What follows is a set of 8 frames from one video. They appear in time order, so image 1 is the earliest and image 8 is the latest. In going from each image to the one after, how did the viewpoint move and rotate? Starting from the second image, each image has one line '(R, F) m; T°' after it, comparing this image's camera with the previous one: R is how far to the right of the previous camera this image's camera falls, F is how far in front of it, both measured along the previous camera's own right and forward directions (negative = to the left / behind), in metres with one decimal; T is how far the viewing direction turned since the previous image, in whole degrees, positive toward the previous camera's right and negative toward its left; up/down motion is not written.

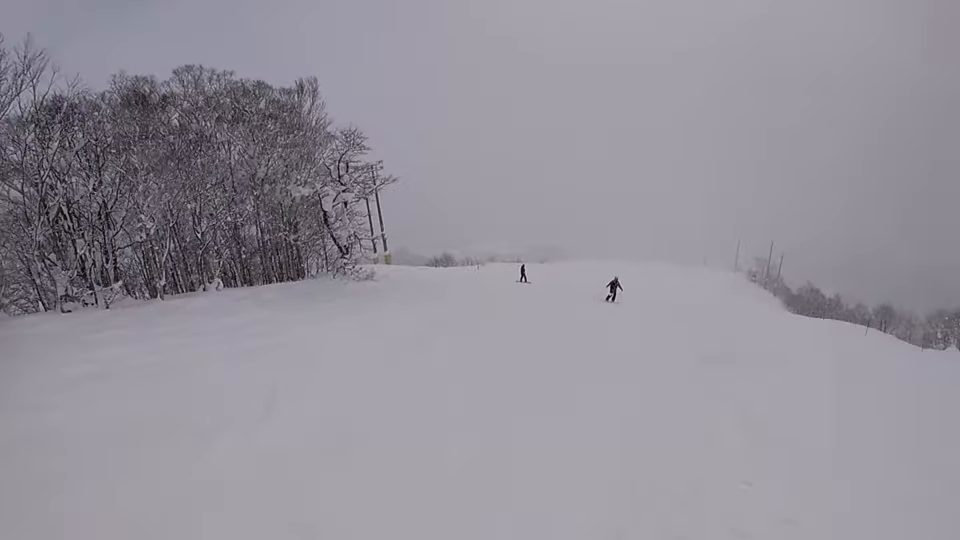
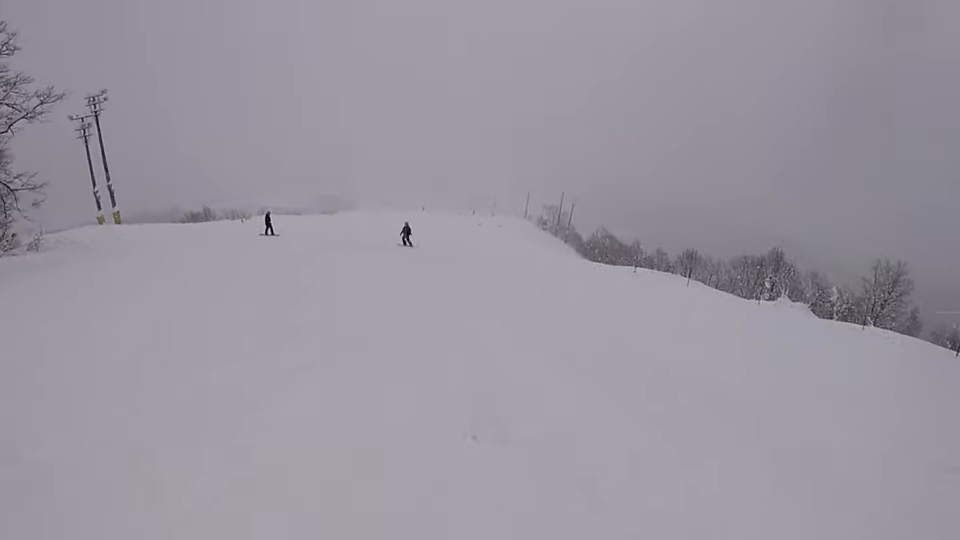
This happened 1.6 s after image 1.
(+1.6, +9.8) m; +7°
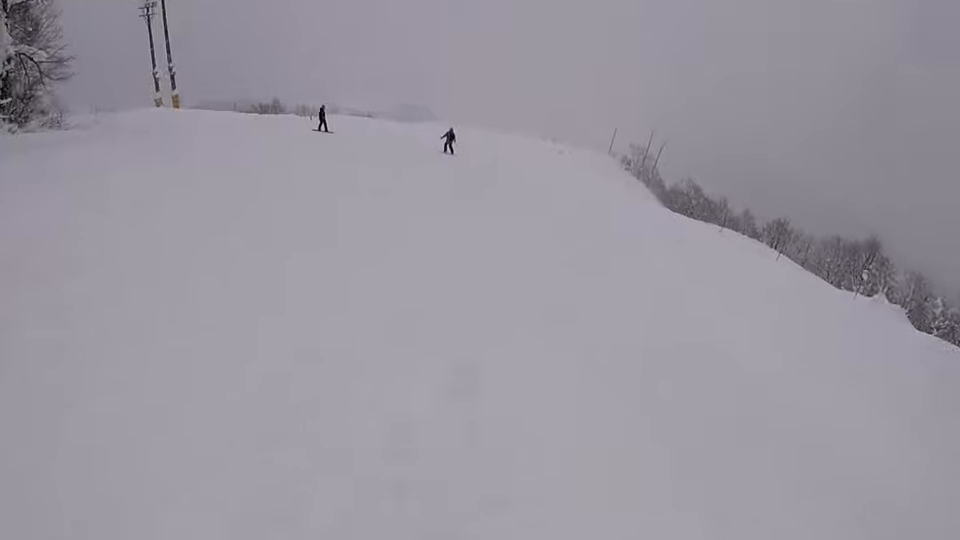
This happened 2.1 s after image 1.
(-0.2, +3.1) m; -2°
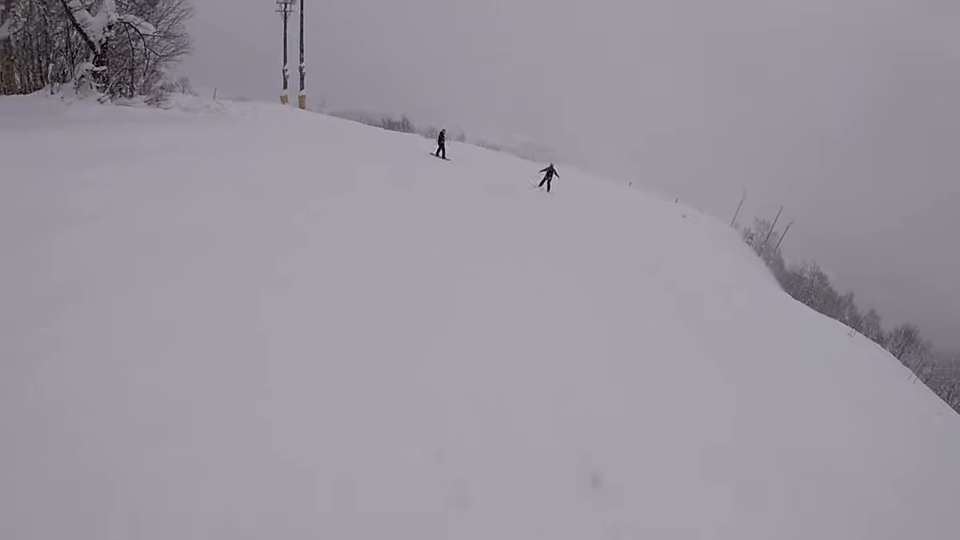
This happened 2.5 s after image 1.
(-0.1, +3.2) m; -2°
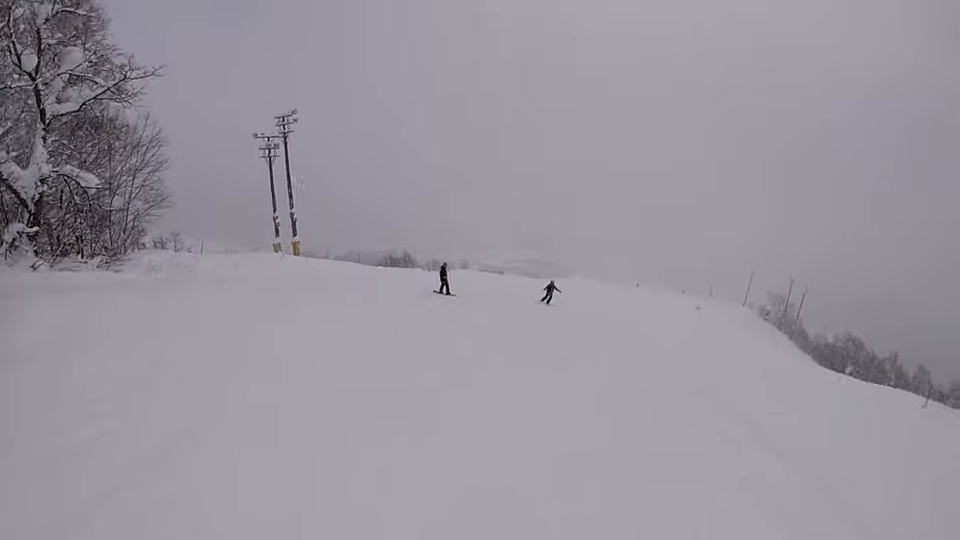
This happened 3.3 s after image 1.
(0.0, +5.0) m; -4°
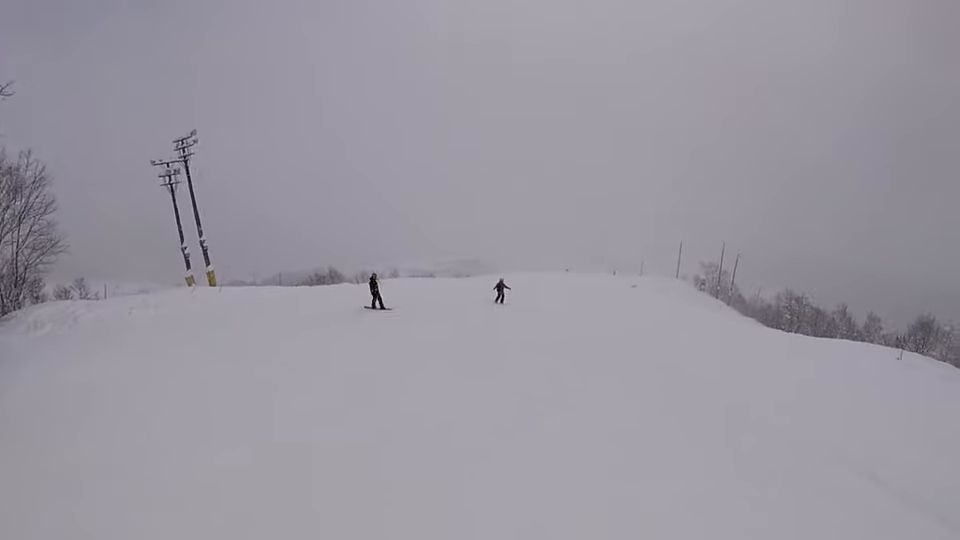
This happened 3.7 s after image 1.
(+0.1, +3.0) m; -2°
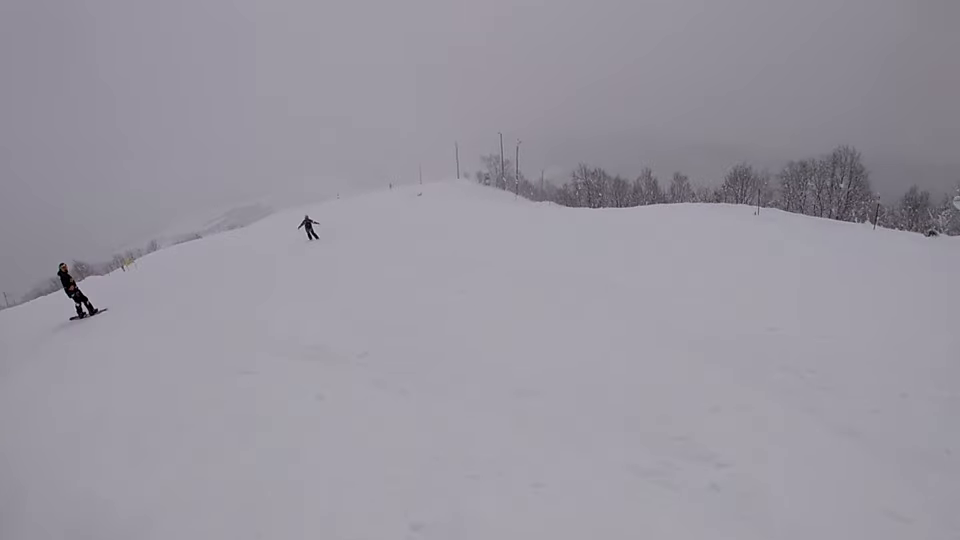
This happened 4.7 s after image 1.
(-0.6, +6.3) m; +9°
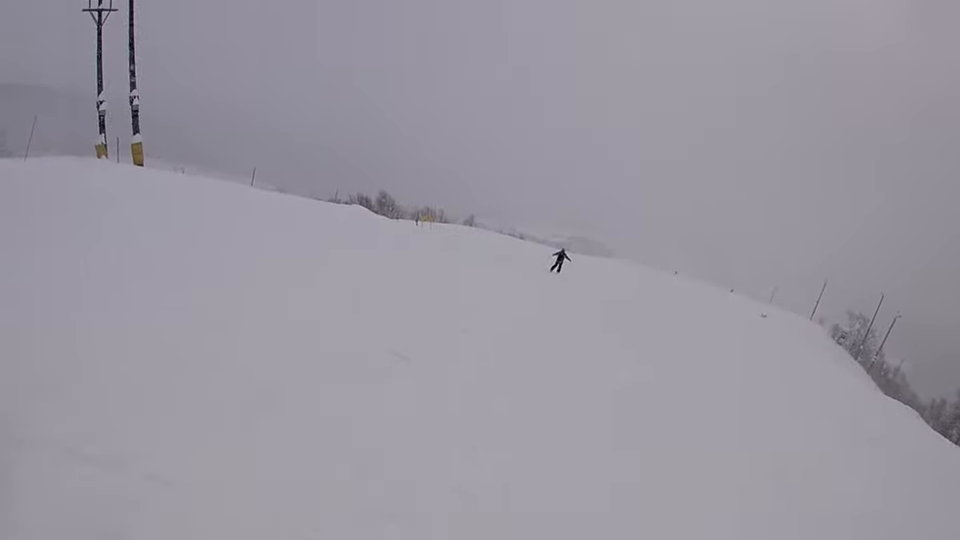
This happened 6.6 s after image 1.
(+1.4, +13.7) m; -13°
